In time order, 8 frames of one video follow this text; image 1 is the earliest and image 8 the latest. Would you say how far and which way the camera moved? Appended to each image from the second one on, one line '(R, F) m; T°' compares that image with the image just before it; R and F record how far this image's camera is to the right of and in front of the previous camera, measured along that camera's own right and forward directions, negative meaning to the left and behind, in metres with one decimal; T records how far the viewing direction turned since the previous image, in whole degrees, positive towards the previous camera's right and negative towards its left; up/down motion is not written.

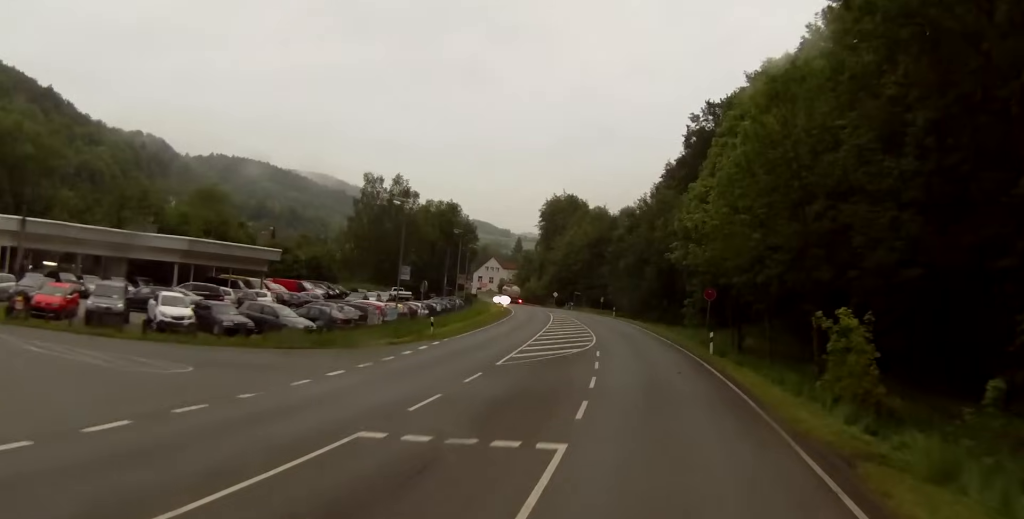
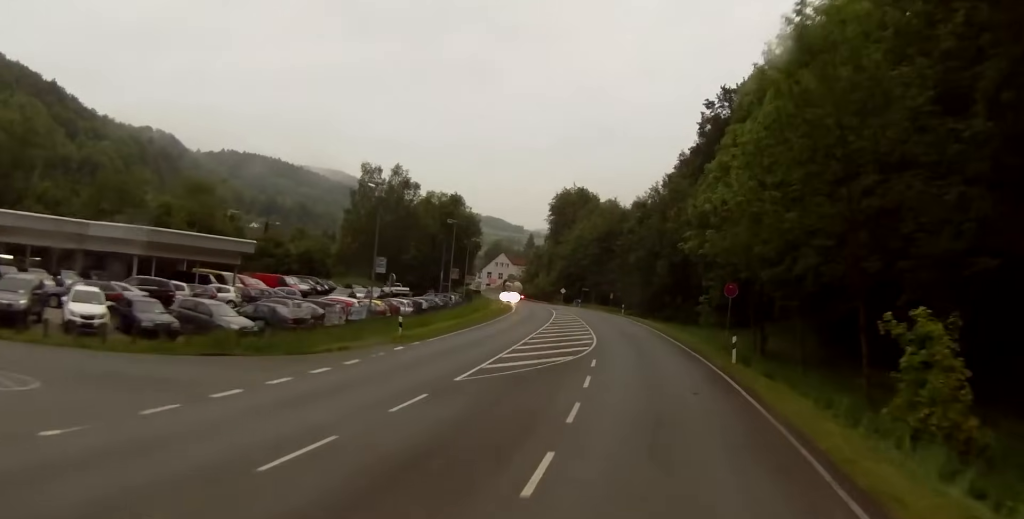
(-0.1, +7.5) m; -1°
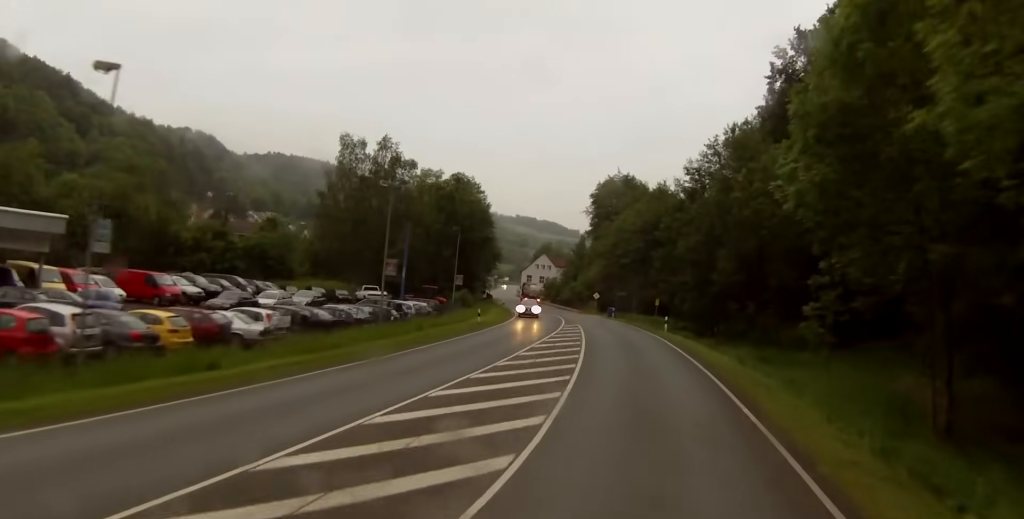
(-1.0, +30.5) m; -4°
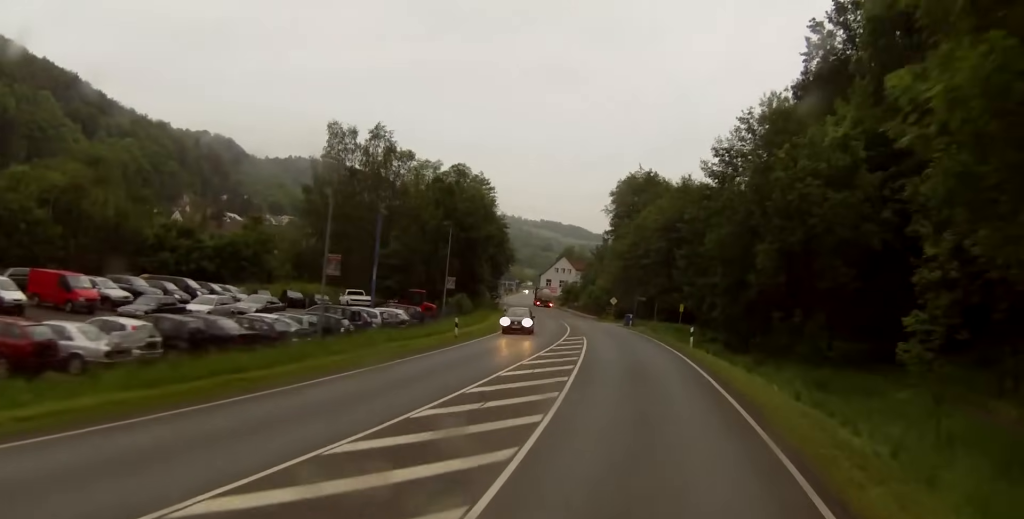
(-0.1, +11.8) m; -3°
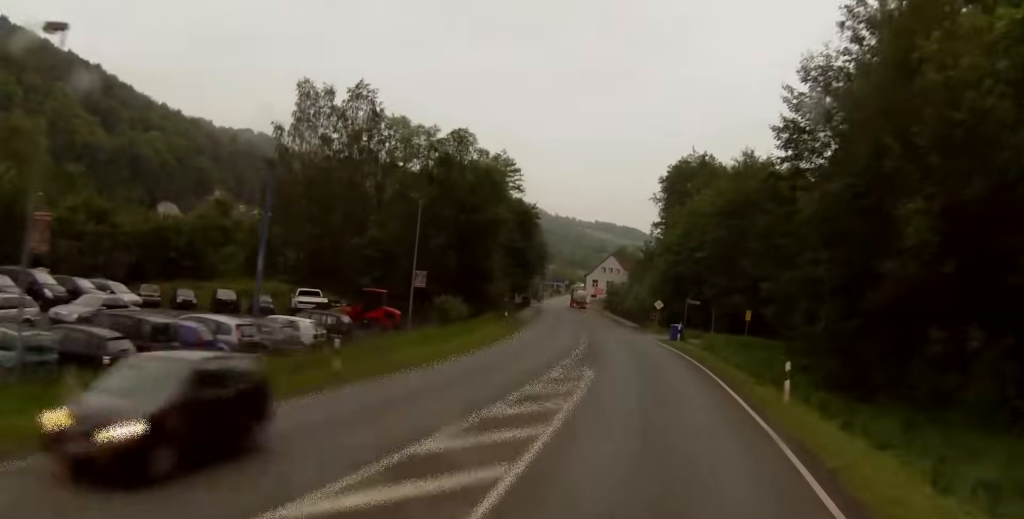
(-1.2, +22.0) m; -6°
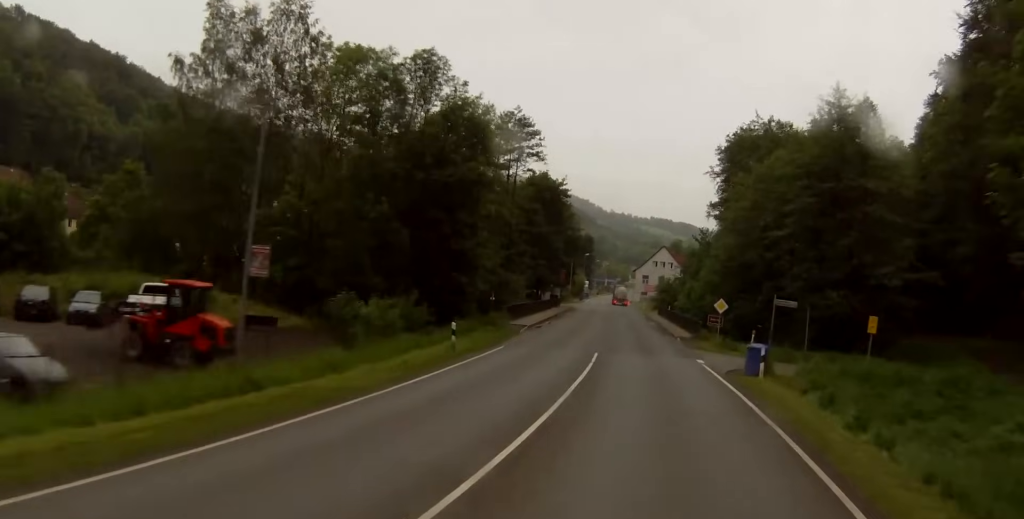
(-0.9, +25.3) m; -3°
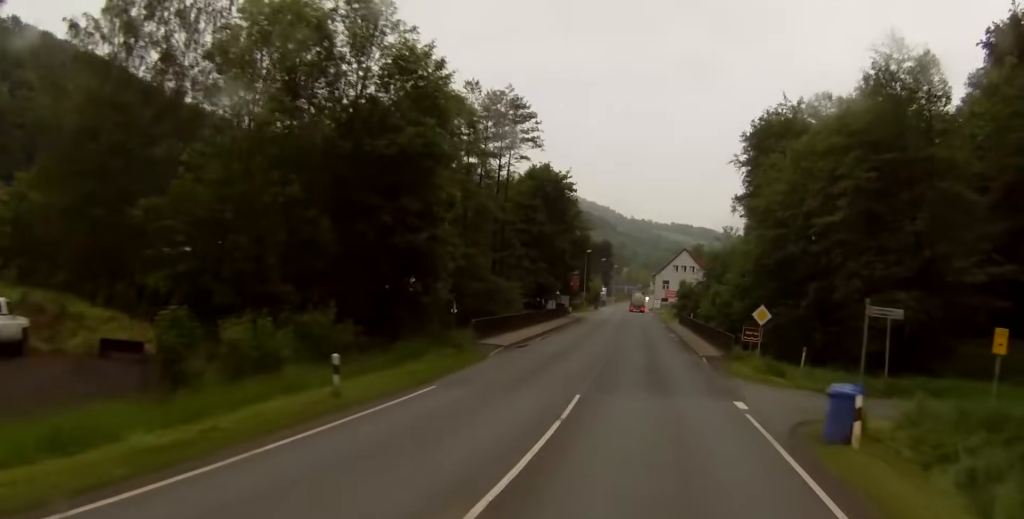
(-0.1, +12.9) m; 0°
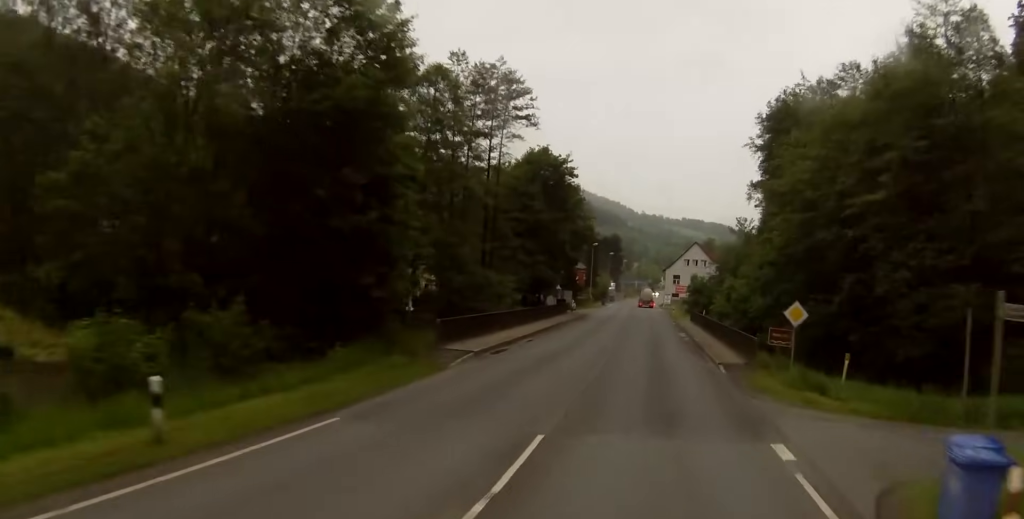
(0.0, +7.6) m; -1°
